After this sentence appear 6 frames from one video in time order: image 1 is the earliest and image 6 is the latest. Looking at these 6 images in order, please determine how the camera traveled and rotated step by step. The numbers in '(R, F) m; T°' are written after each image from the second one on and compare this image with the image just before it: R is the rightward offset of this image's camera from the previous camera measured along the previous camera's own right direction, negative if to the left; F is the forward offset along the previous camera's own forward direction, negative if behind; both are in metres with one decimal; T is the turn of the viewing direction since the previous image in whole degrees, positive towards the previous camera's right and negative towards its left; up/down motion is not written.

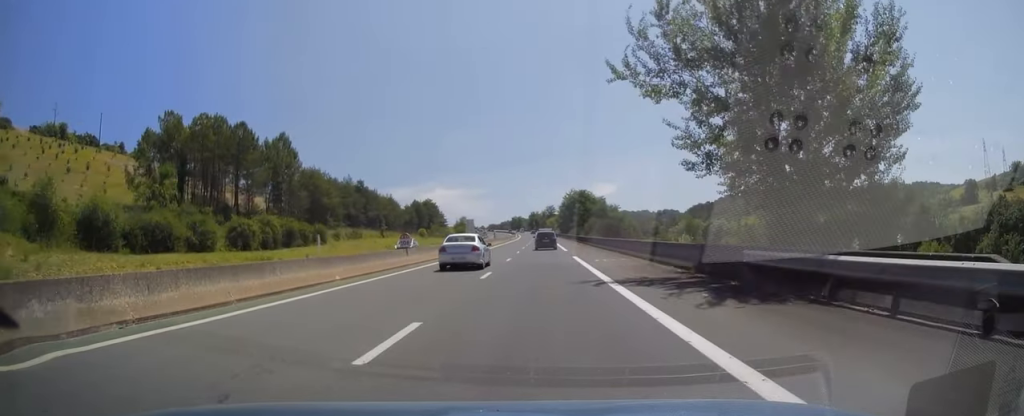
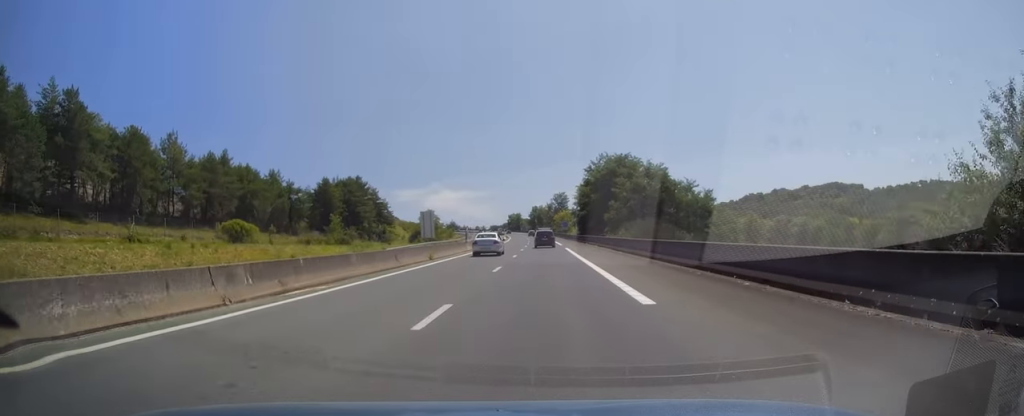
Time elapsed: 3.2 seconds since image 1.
(+0.1, +88.4) m; 0°
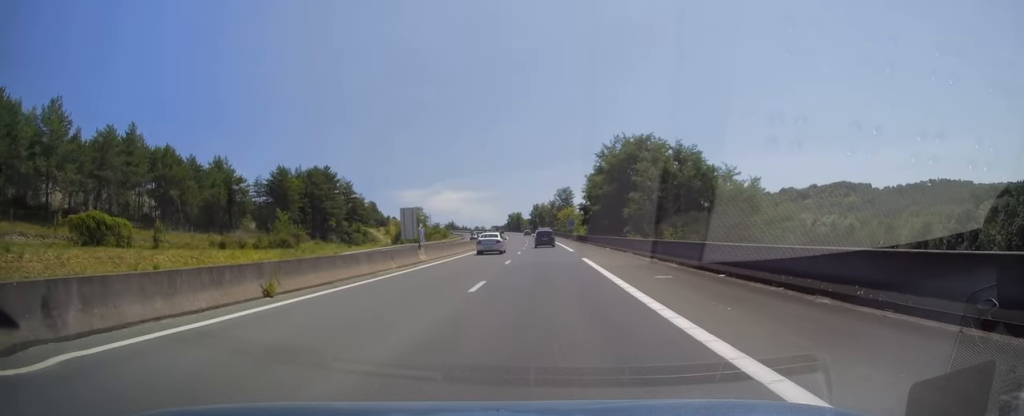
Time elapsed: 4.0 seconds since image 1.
(-0.3, +20.1) m; 0°
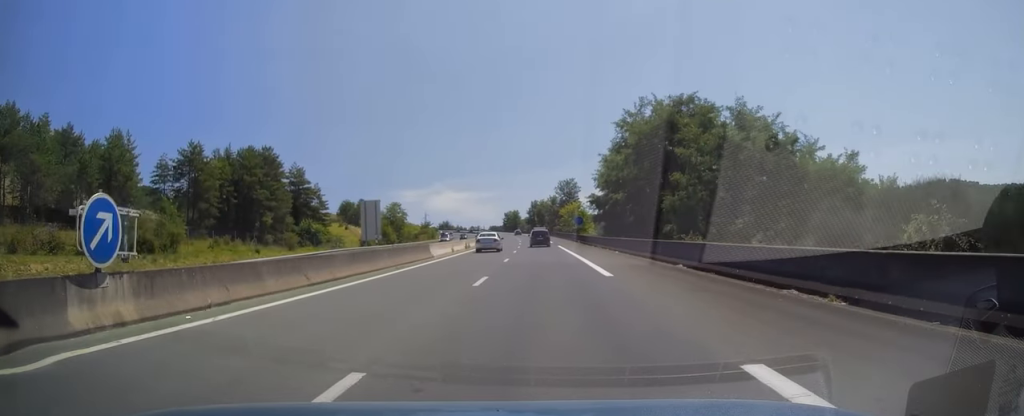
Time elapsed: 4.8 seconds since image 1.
(0.0, +24.4) m; 0°
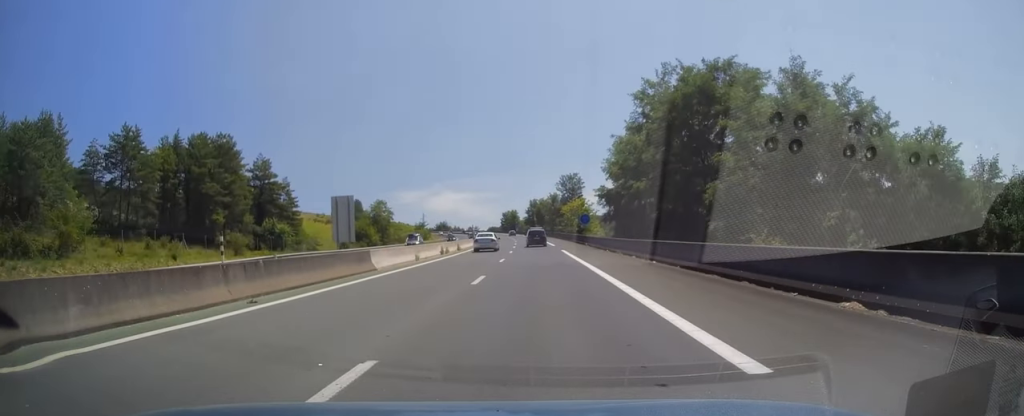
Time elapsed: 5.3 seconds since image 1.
(+0.2, +12.4) m; 0°
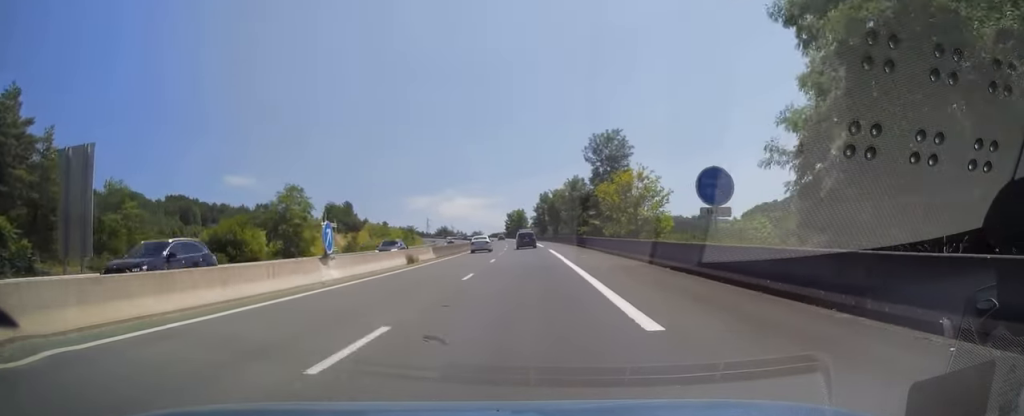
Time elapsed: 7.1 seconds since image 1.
(-0.1, +49.2) m; -1°
